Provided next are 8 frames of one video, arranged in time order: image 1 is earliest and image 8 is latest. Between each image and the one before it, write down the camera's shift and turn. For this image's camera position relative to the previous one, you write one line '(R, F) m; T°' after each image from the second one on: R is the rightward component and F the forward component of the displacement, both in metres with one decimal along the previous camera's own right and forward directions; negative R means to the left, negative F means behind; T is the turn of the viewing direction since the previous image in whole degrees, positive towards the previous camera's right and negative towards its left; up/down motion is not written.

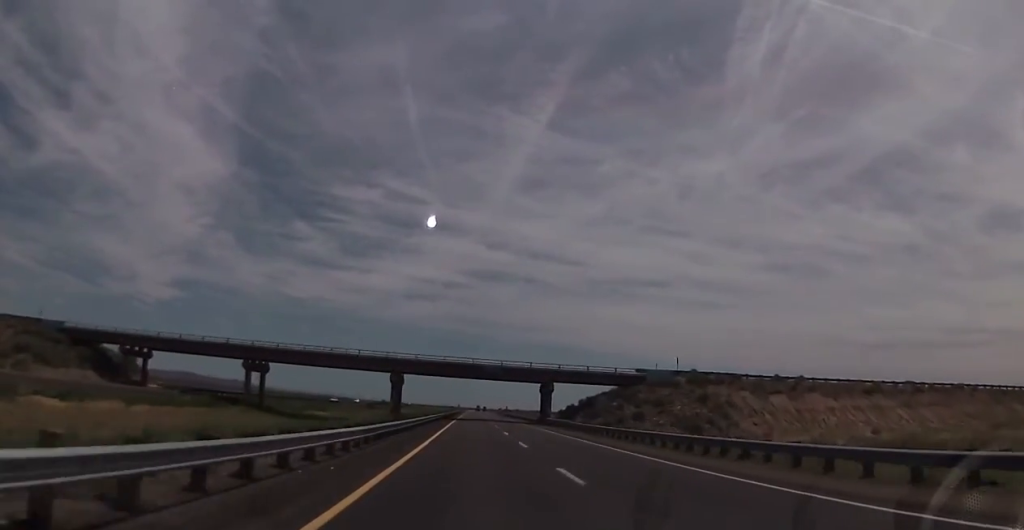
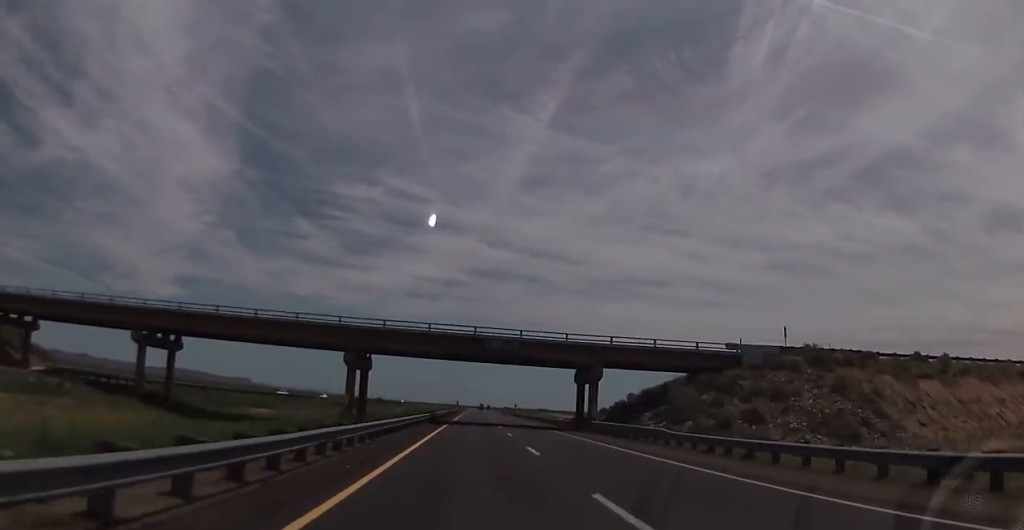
(+0.2, +29.3) m; 0°
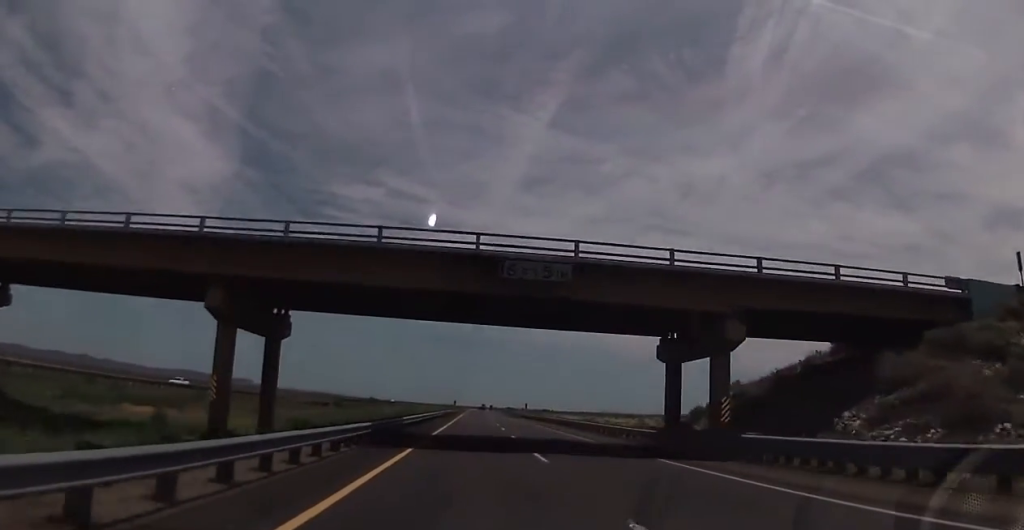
(+0.1, +27.1) m; 0°
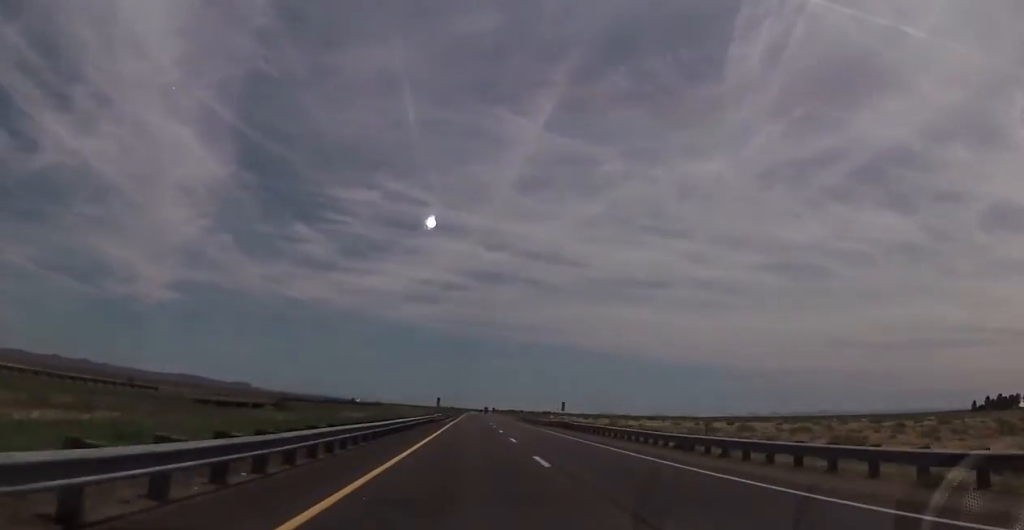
(-0.3, +49.5) m; -1°
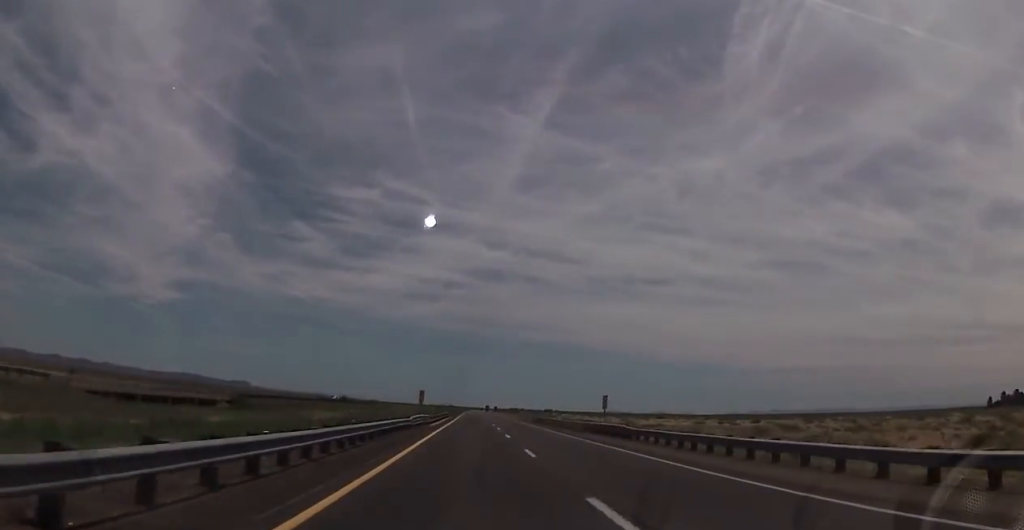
(0.0, +21.2) m; 0°
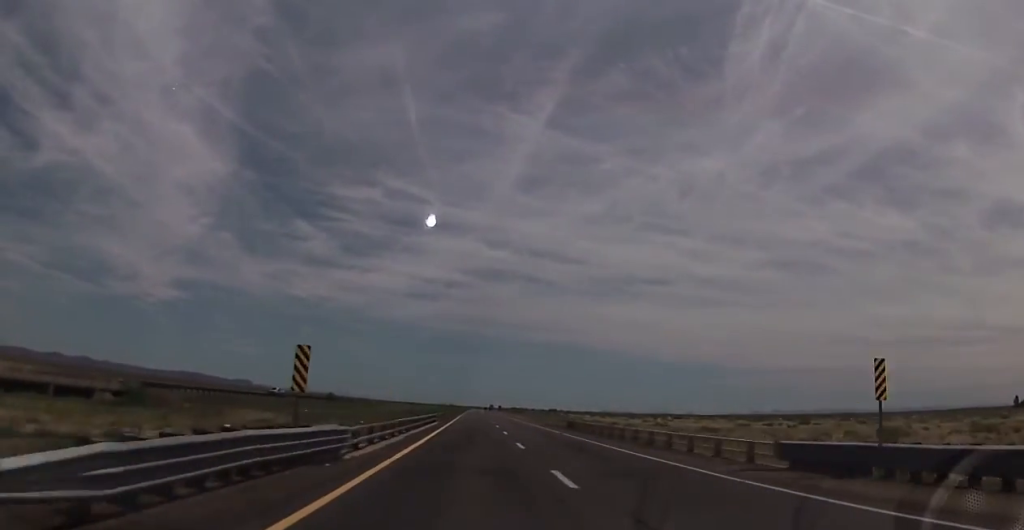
(0.0, +31.7) m; 0°
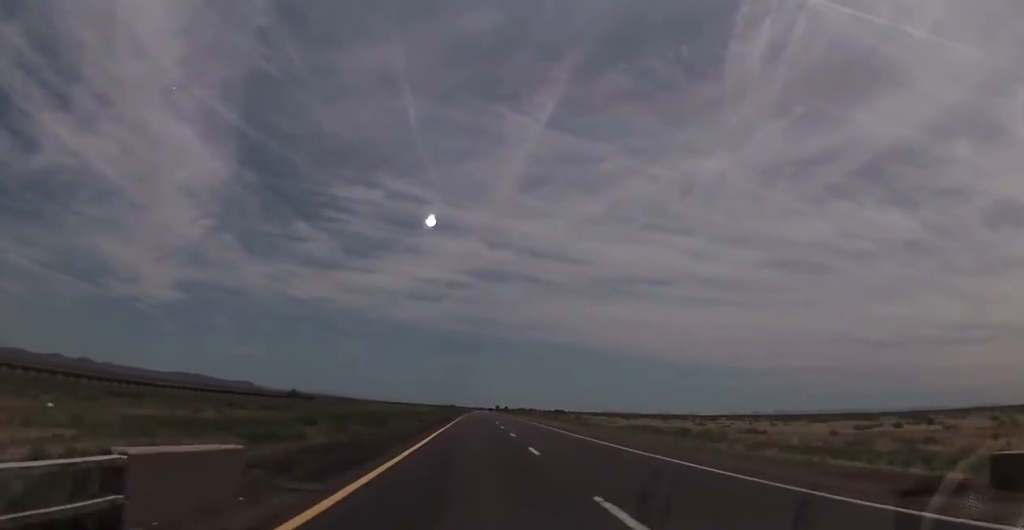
(0.0, +52.8) m; 0°
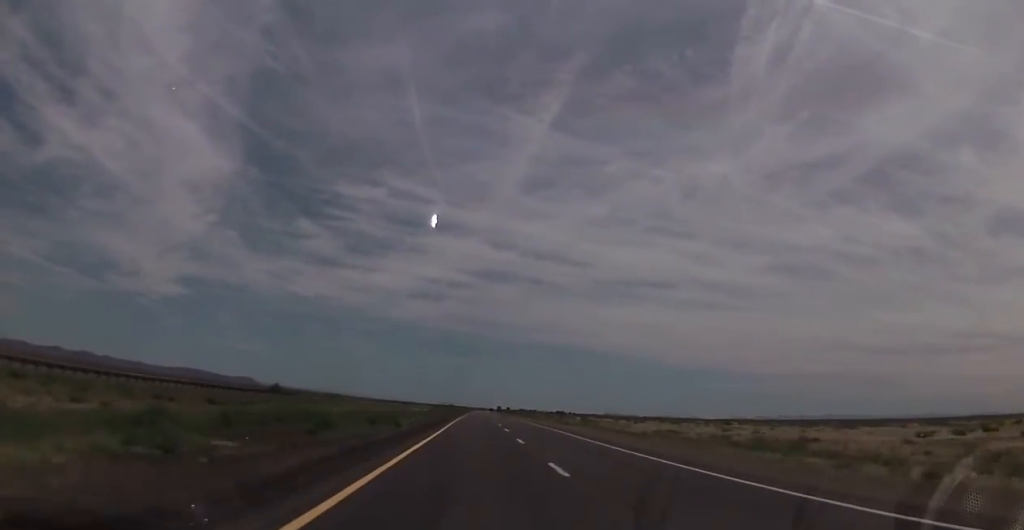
(0.0, +17.6) m; 0°
